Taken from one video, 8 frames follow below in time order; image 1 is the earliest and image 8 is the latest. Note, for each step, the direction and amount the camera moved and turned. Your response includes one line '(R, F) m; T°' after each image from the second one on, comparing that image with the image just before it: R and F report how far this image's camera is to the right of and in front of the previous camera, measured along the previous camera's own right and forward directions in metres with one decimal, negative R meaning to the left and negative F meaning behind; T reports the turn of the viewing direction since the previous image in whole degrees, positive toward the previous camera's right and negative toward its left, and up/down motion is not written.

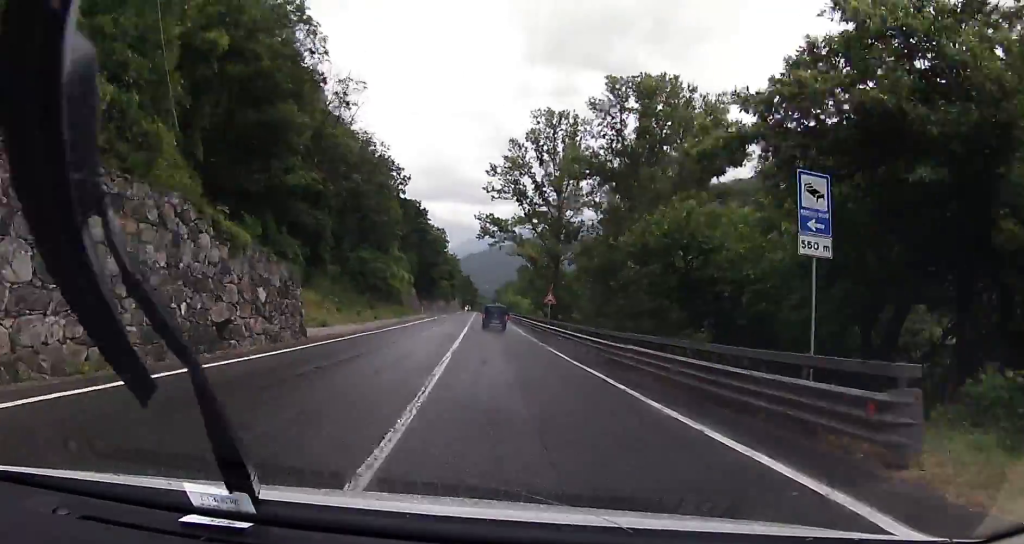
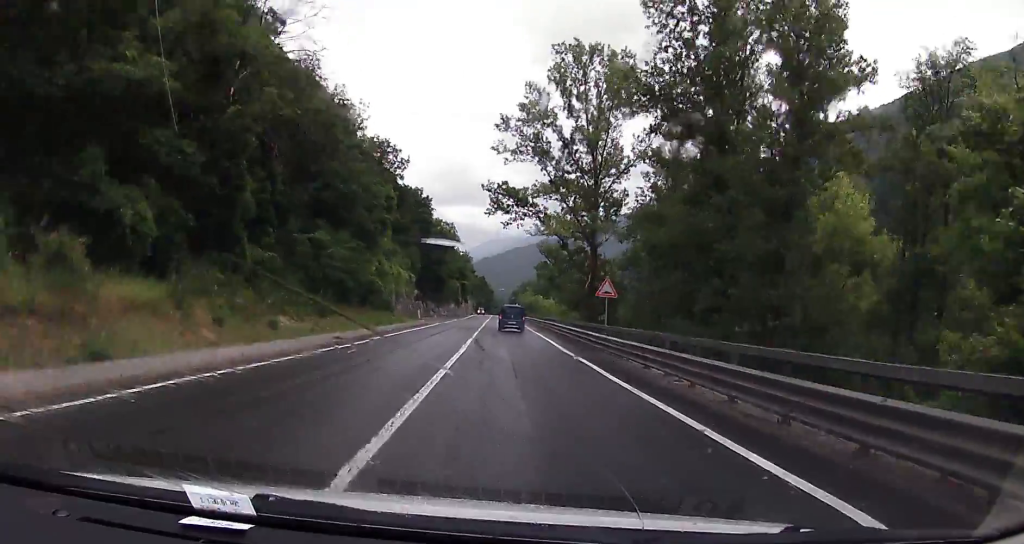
(-0.5, +17.7) m; -2°
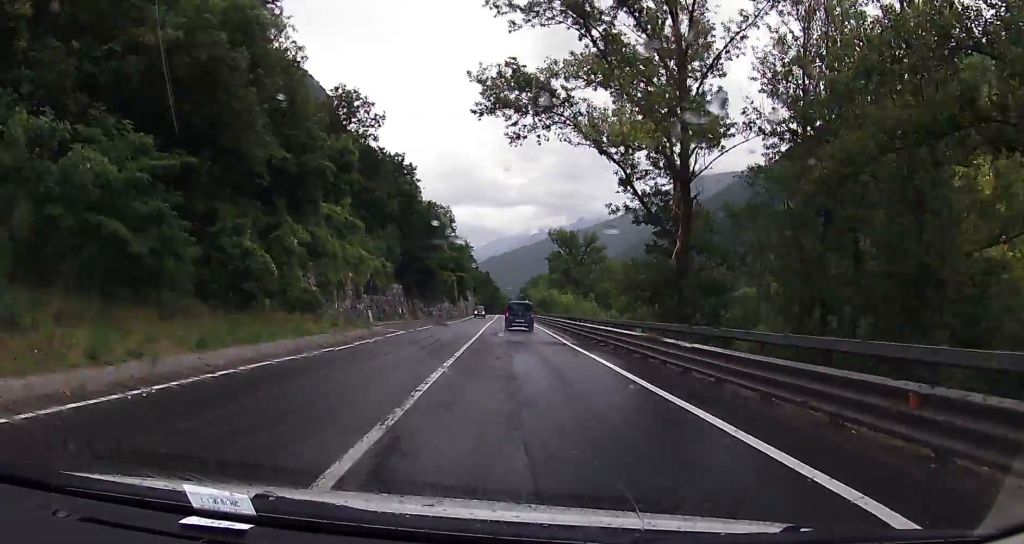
(0.0, +24.3) m; 0°
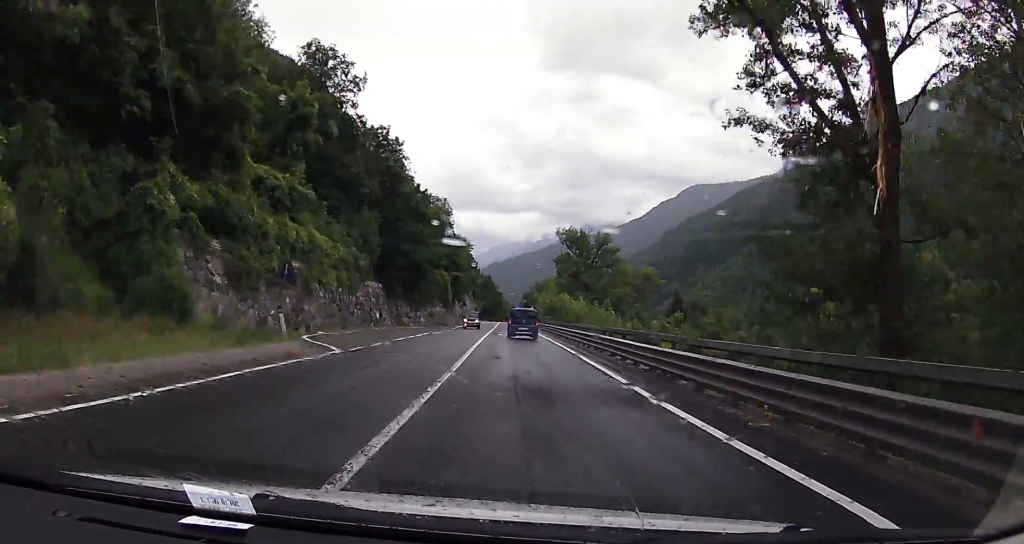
(+0.1, +14.4) m; 0°
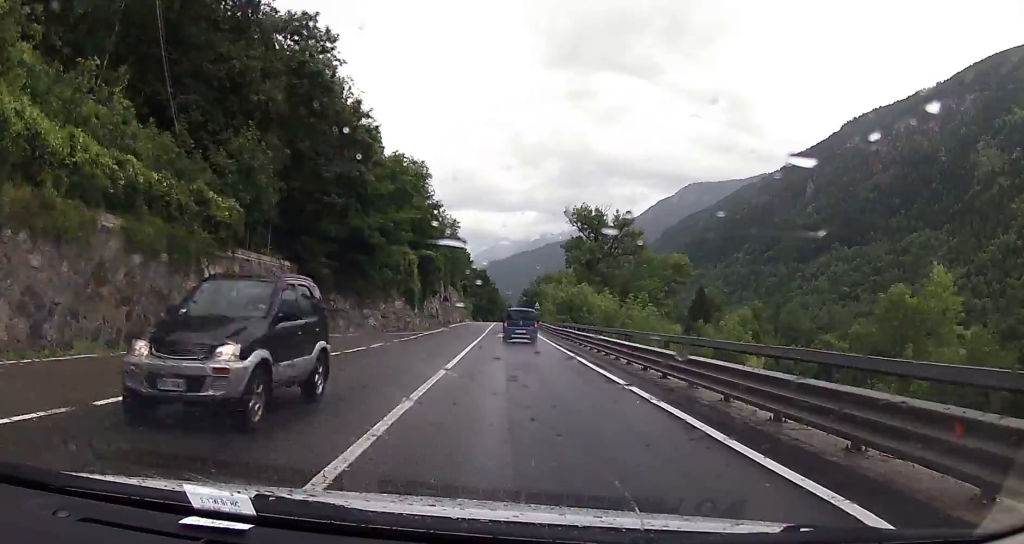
(0.0, +27.1) m; 0°
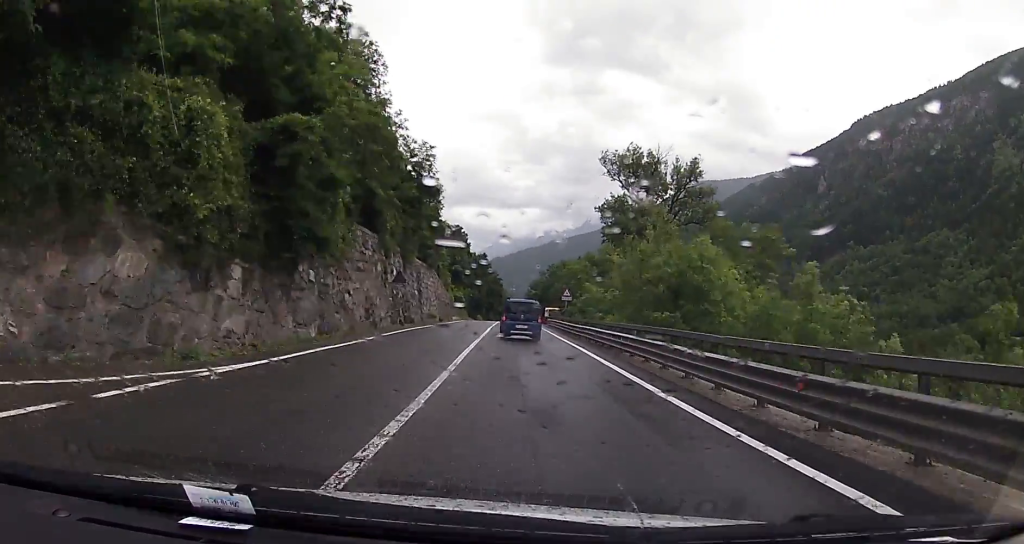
(+0.6, +37.2) m; +2°
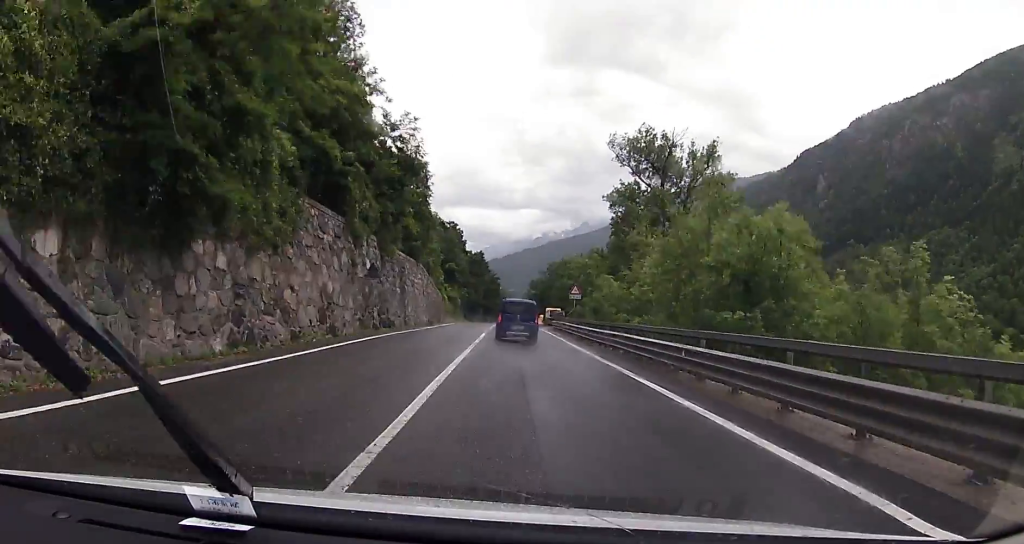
(-0.1, +7.7) m; 0°
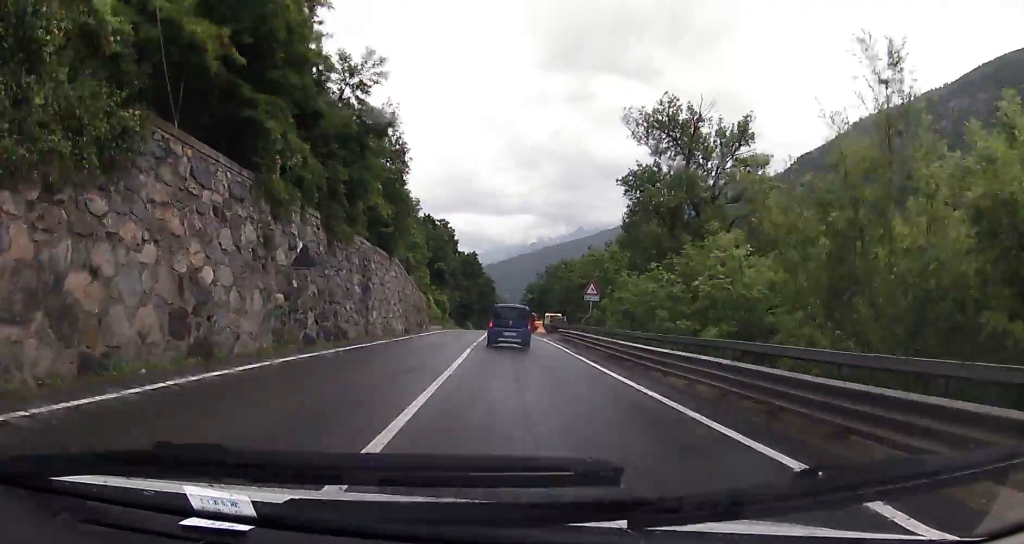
(+0.1, +10.7) m; 0°
